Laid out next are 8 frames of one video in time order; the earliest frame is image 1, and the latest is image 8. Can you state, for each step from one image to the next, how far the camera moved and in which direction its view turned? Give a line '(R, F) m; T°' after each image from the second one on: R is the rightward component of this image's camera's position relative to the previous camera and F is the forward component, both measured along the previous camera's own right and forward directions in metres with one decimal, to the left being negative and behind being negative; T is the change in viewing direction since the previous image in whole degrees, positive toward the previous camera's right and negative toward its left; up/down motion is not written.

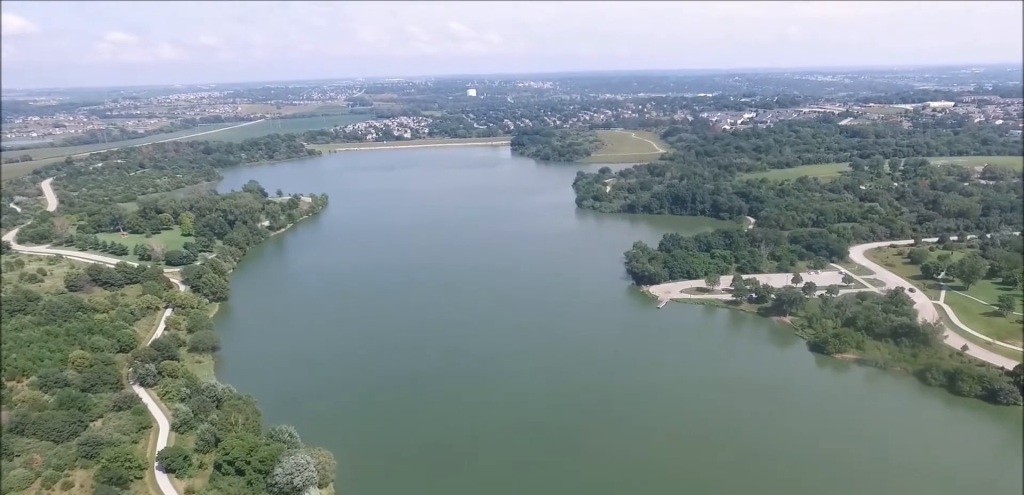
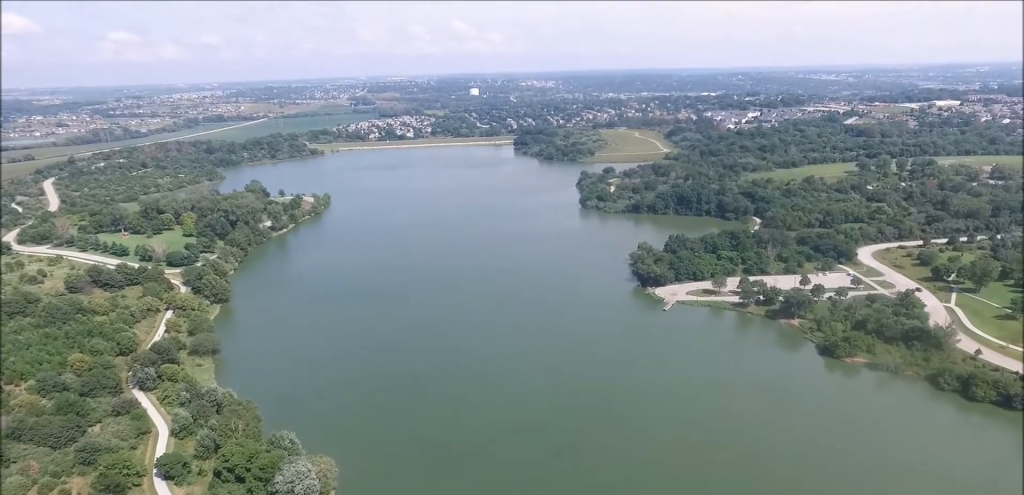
(+0.1, +5.1) m; +1°
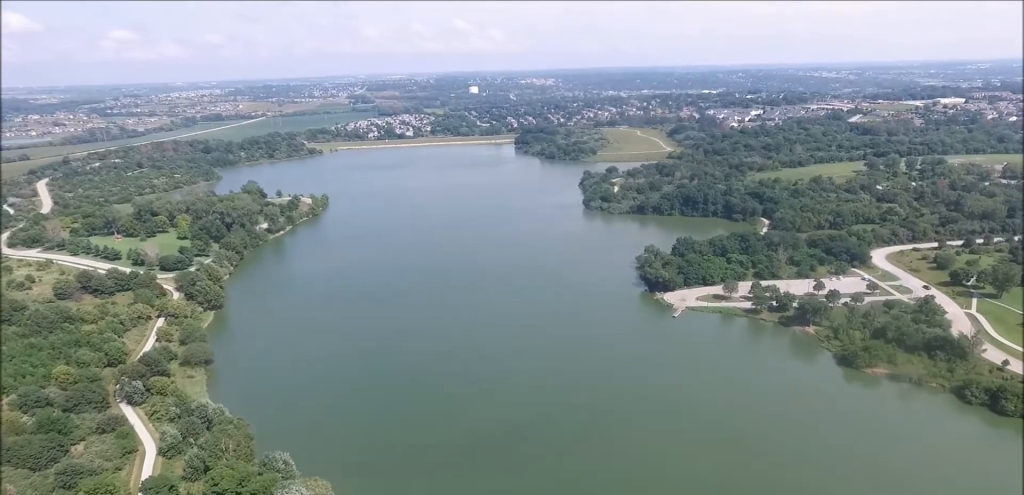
(+0.1, +13.7) m; +1°
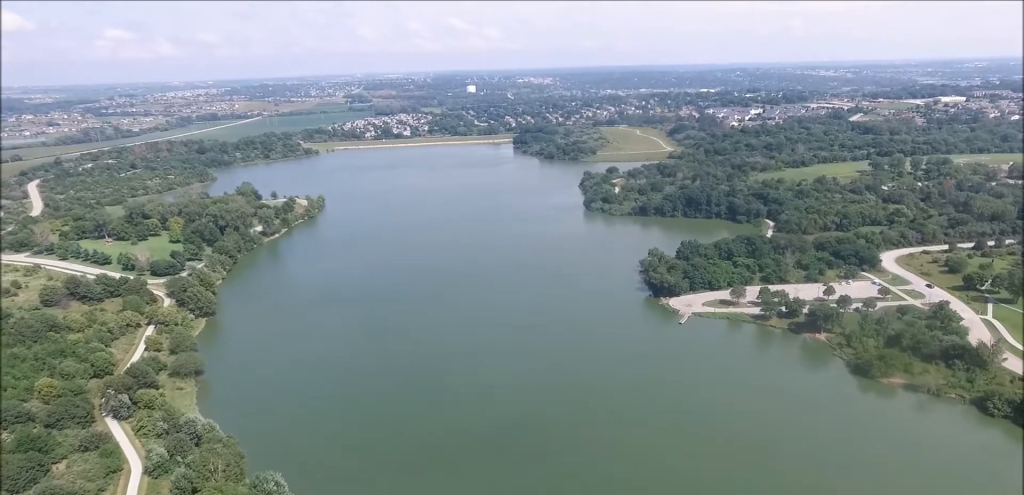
(0.0, +11.2) m; 0°
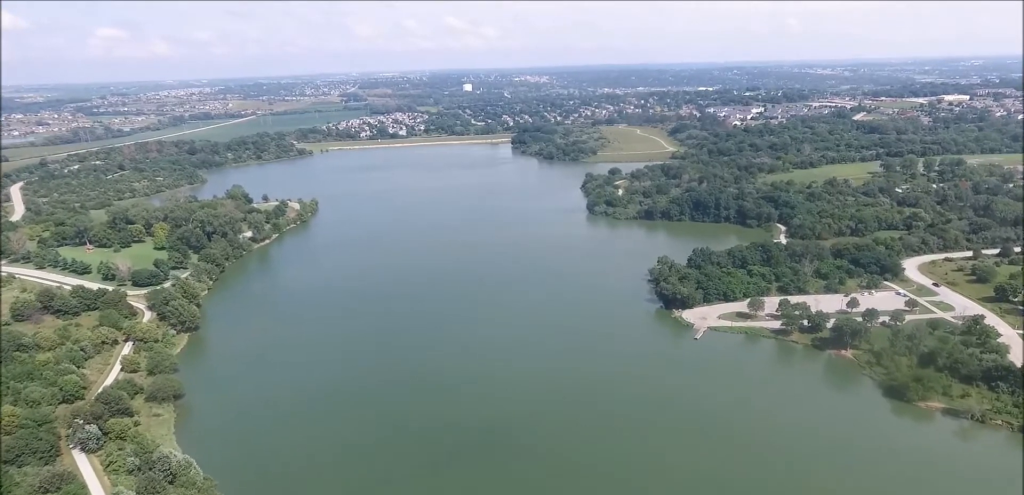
(0.0, +21.9) m; 0°
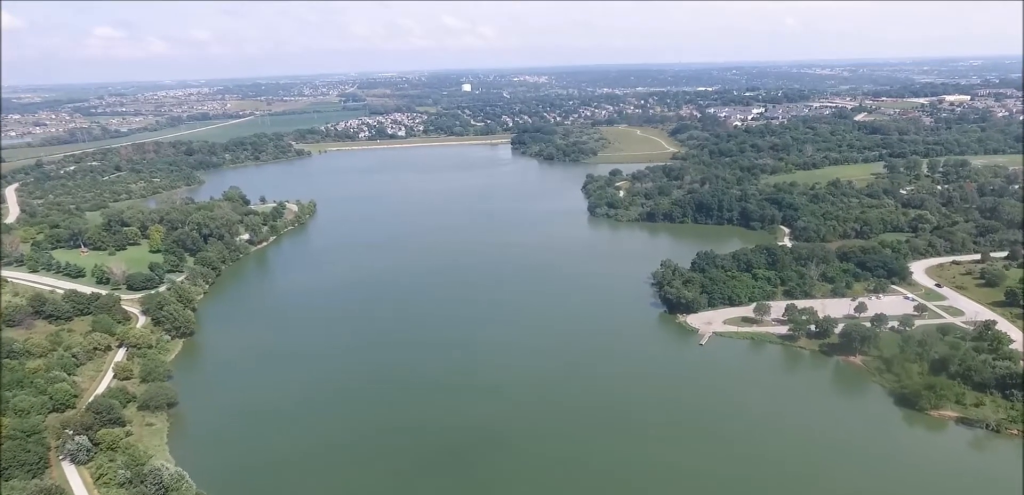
(0.0, +6.8) m; 0°
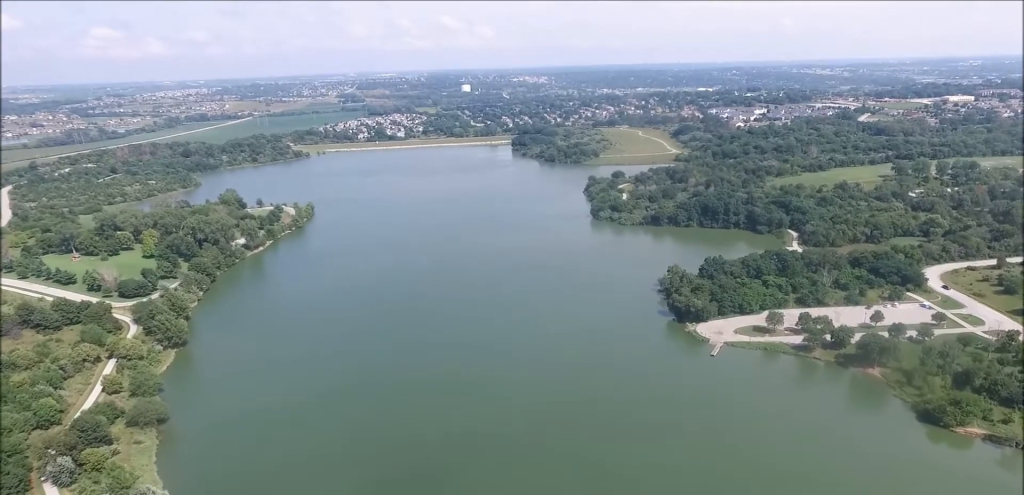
(0.0, +11.9) m; 0°
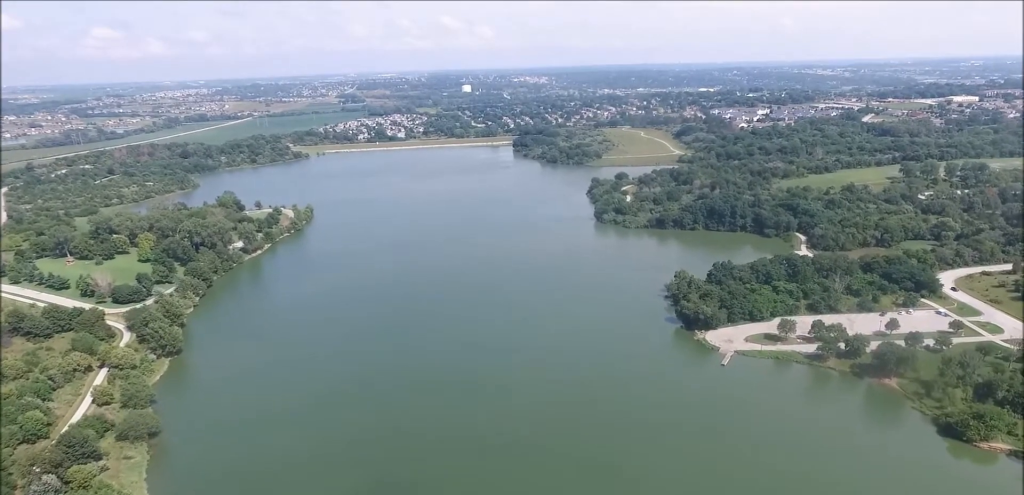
(0.0, +9.3) m; 0°
